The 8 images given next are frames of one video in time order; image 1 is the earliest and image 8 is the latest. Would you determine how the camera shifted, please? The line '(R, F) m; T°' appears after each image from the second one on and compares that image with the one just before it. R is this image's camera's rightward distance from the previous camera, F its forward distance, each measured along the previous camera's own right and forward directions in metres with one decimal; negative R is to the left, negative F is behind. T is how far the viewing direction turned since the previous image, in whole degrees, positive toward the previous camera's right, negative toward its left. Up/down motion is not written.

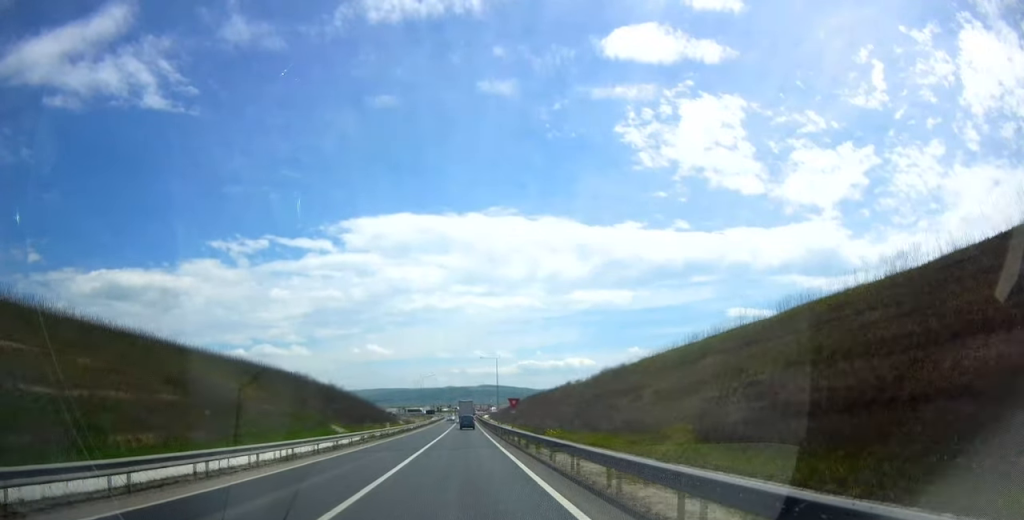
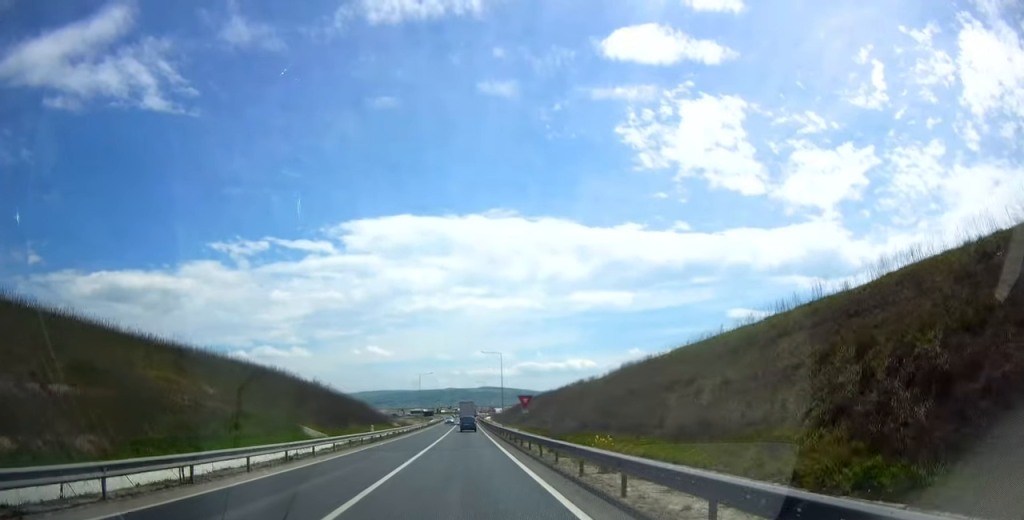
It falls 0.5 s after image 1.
(0.0, +9.8) m; -1°
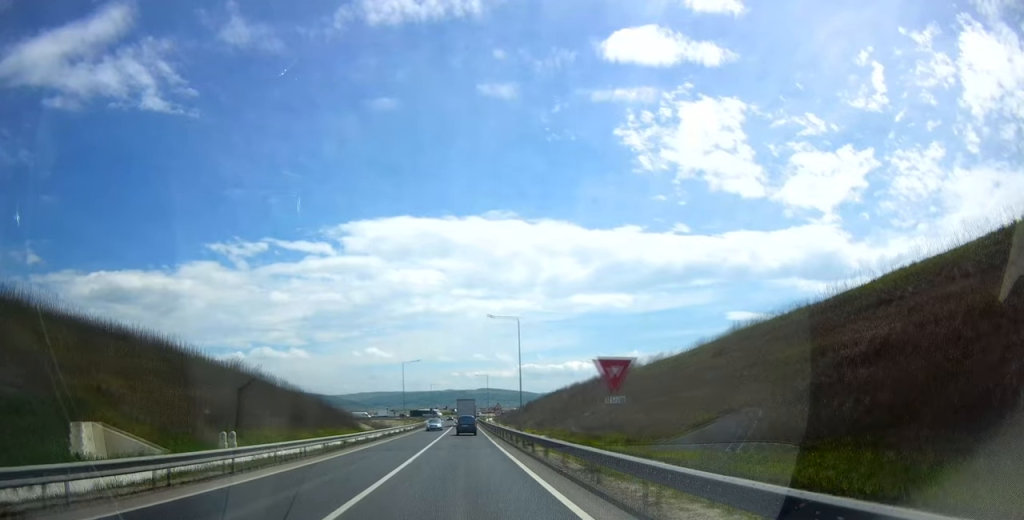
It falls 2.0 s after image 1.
(0.0, +27.3) m; +2°
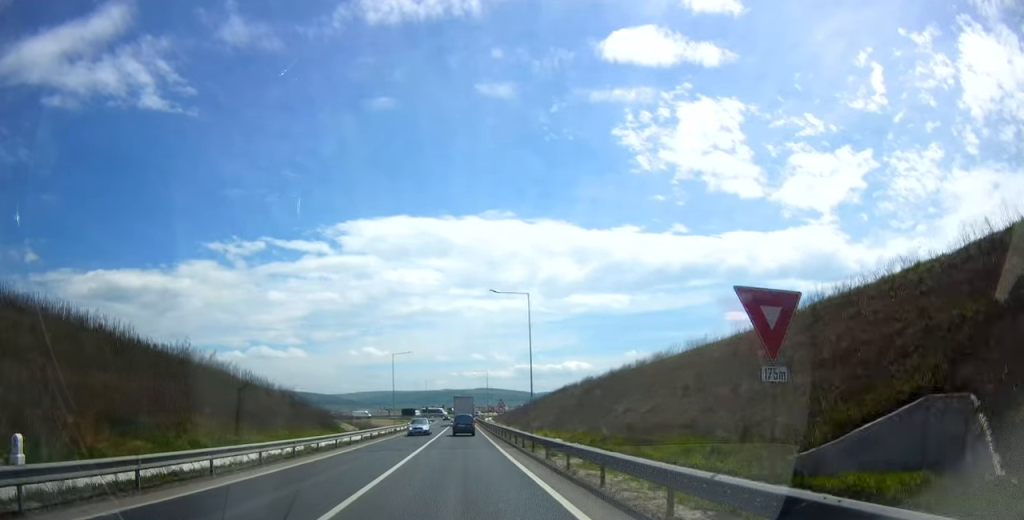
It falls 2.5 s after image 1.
(+0.2, +9.9) m; +1°
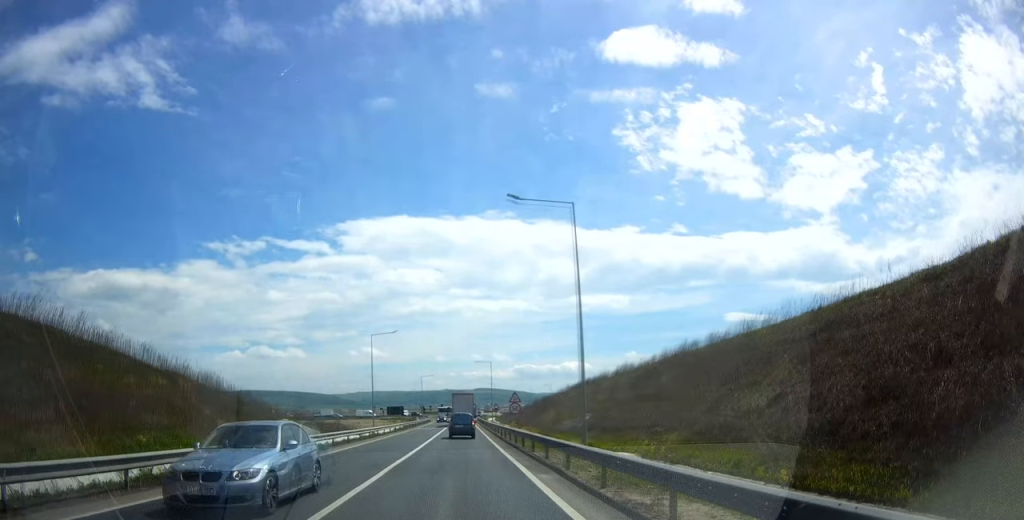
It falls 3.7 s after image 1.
(0.0, +18.6) m; -1°
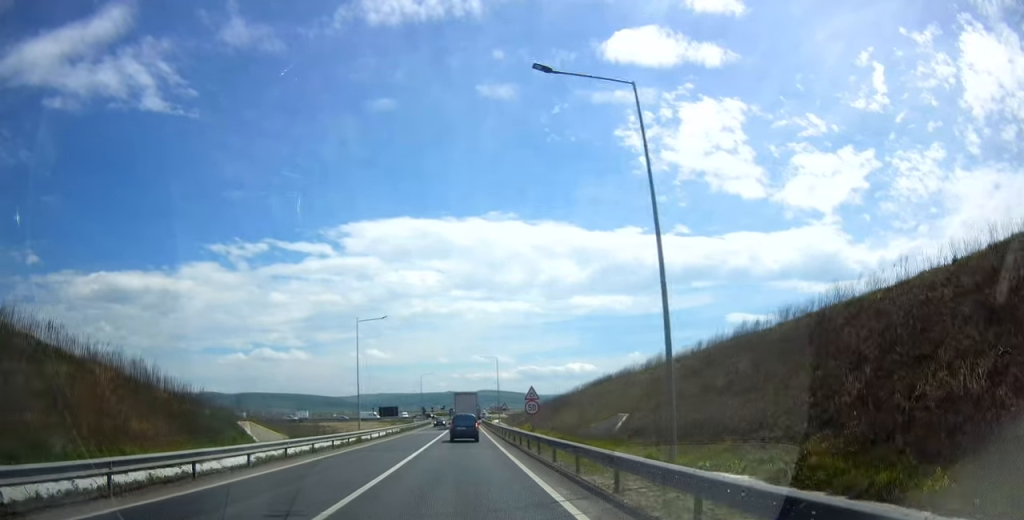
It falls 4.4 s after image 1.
(-0.3, +11.0) m; -1°
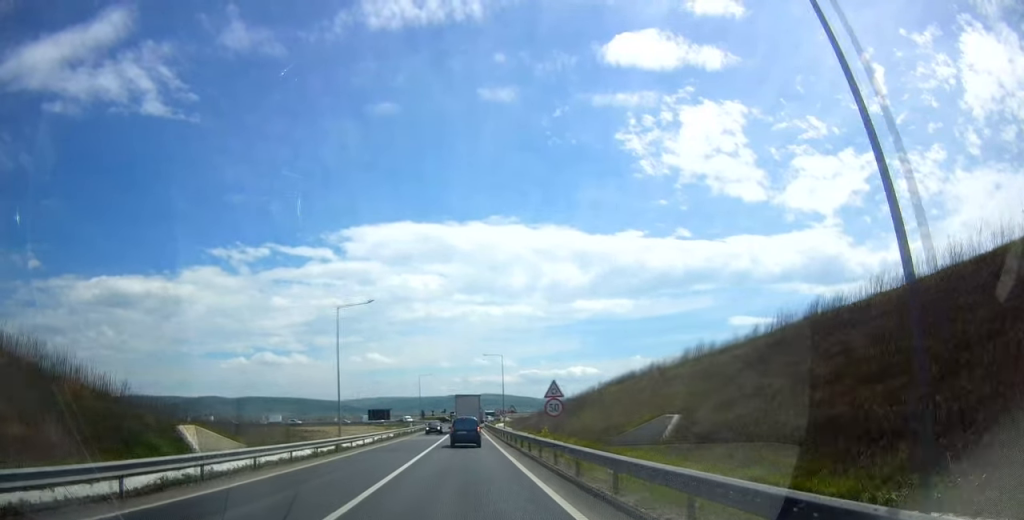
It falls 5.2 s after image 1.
(+0.1, +9.6) m; -1°
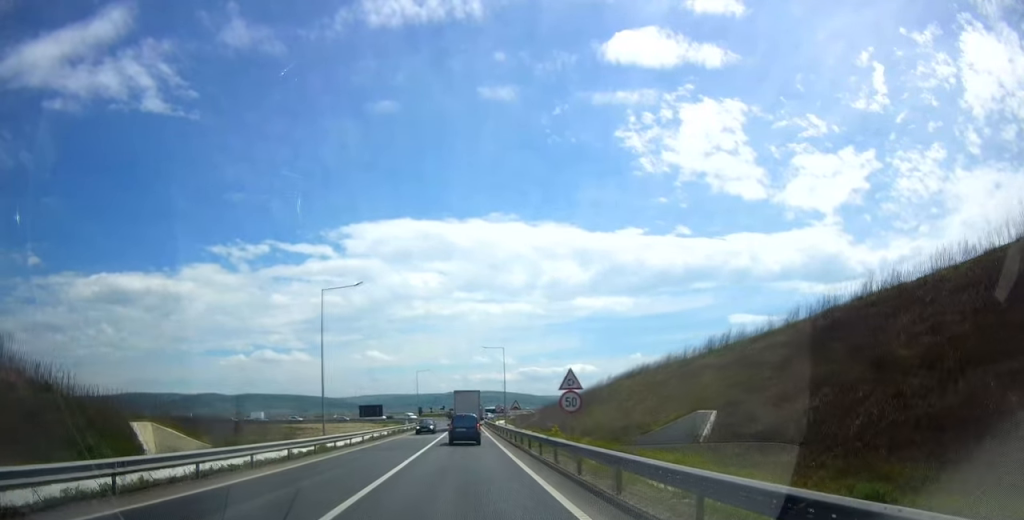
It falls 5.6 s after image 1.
(0.0, +5.2) m; 0°
